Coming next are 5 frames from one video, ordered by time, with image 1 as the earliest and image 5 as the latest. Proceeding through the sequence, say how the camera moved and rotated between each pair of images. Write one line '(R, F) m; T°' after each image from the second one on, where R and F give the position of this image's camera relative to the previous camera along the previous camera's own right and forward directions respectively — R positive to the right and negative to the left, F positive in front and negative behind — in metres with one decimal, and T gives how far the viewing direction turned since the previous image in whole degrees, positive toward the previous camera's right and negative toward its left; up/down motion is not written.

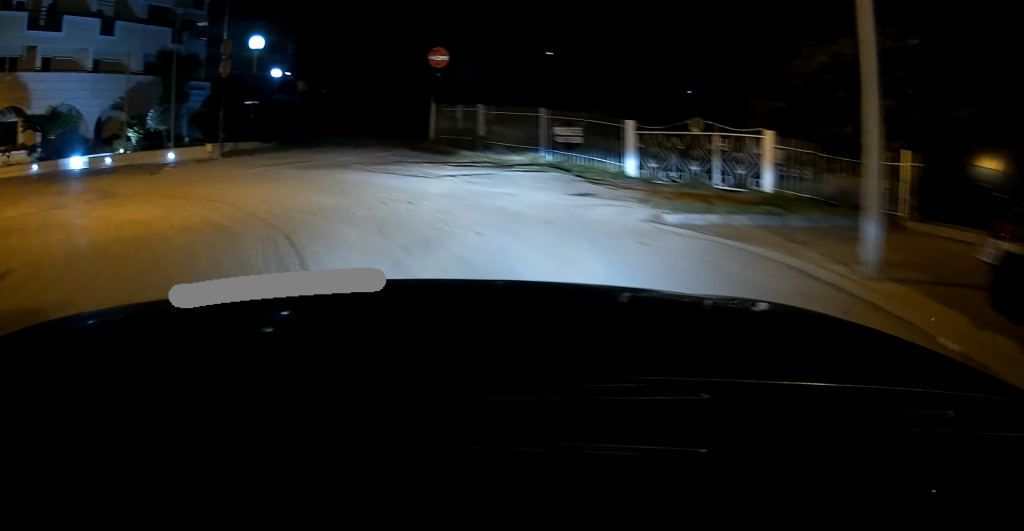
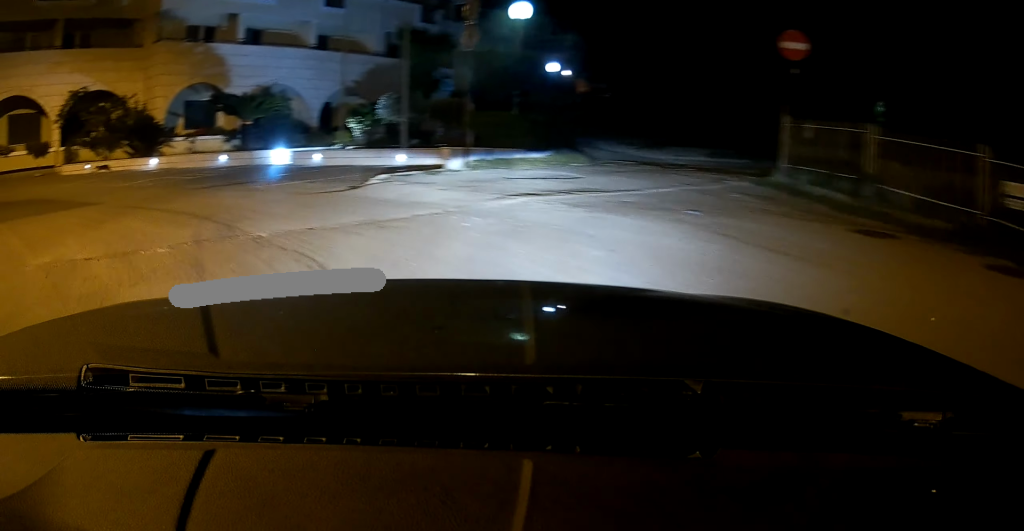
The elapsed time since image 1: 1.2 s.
(-1.0, +5.2) m; -21°
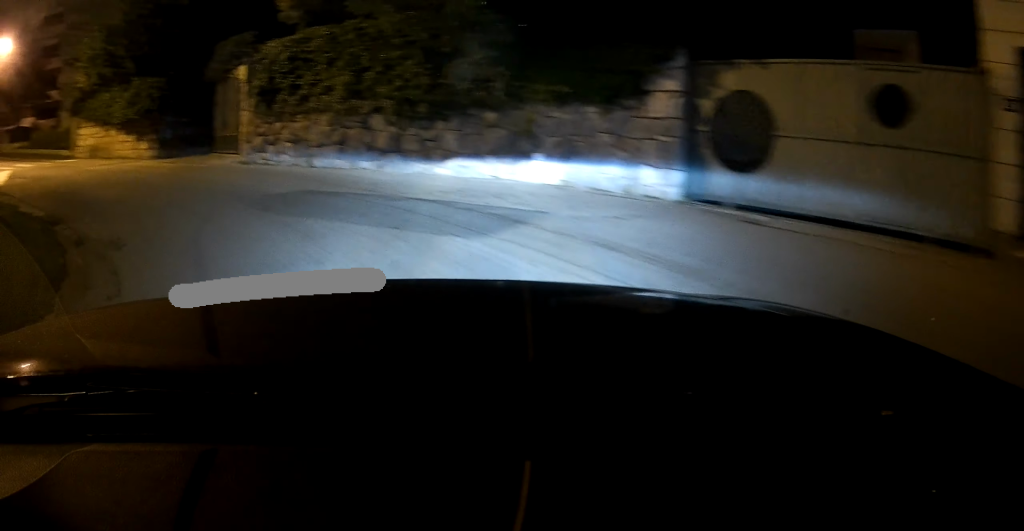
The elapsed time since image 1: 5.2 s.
(-8.9, +6.3) m; -106°
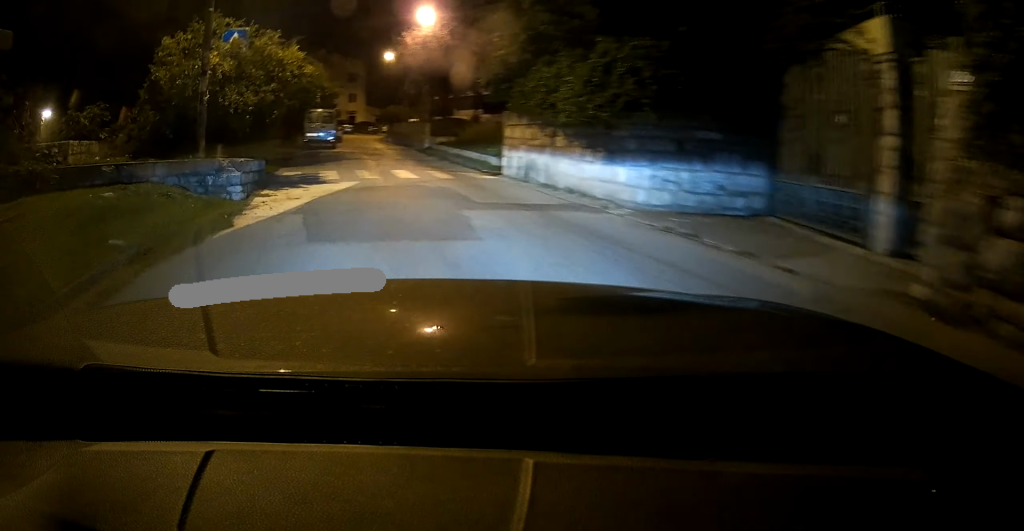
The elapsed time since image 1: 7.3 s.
(-3.7, +11.9) m; -24°
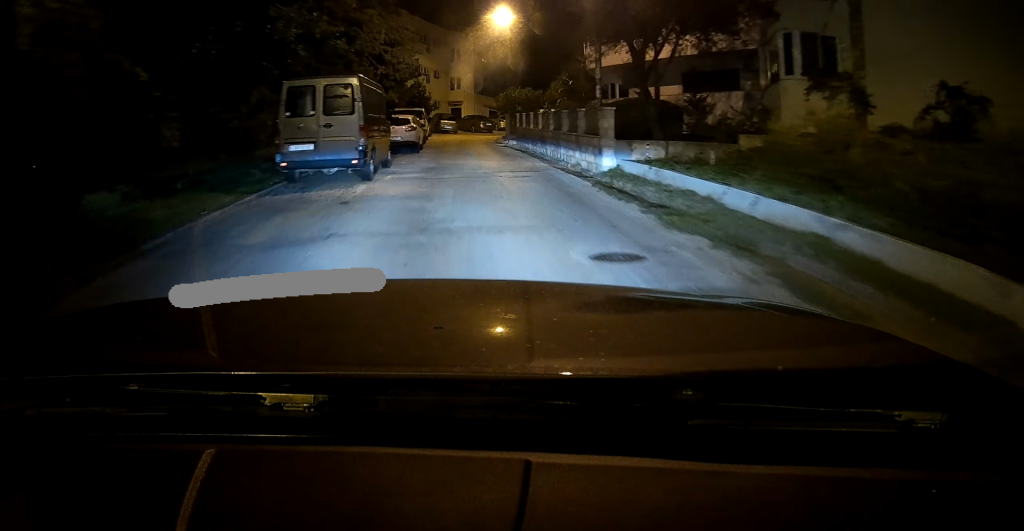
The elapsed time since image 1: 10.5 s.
(-3.2, +25.4) m; -12°
